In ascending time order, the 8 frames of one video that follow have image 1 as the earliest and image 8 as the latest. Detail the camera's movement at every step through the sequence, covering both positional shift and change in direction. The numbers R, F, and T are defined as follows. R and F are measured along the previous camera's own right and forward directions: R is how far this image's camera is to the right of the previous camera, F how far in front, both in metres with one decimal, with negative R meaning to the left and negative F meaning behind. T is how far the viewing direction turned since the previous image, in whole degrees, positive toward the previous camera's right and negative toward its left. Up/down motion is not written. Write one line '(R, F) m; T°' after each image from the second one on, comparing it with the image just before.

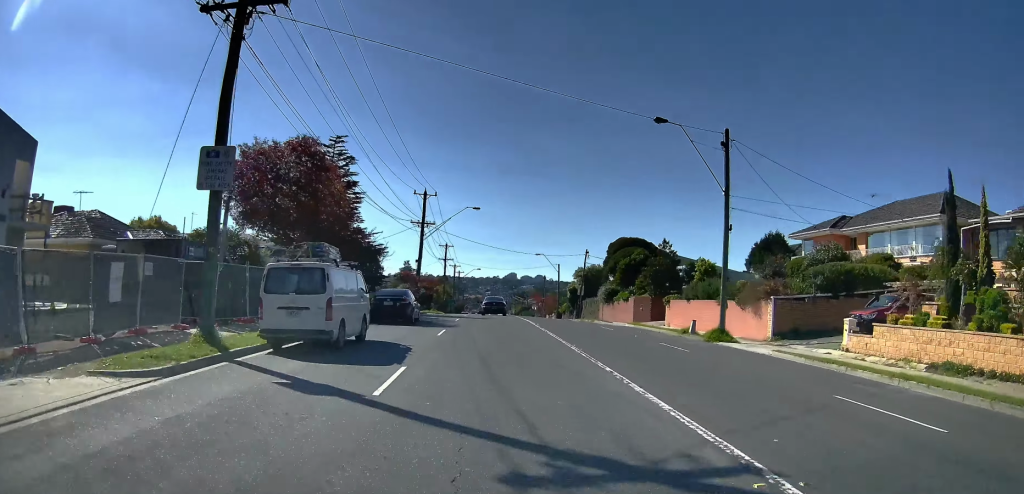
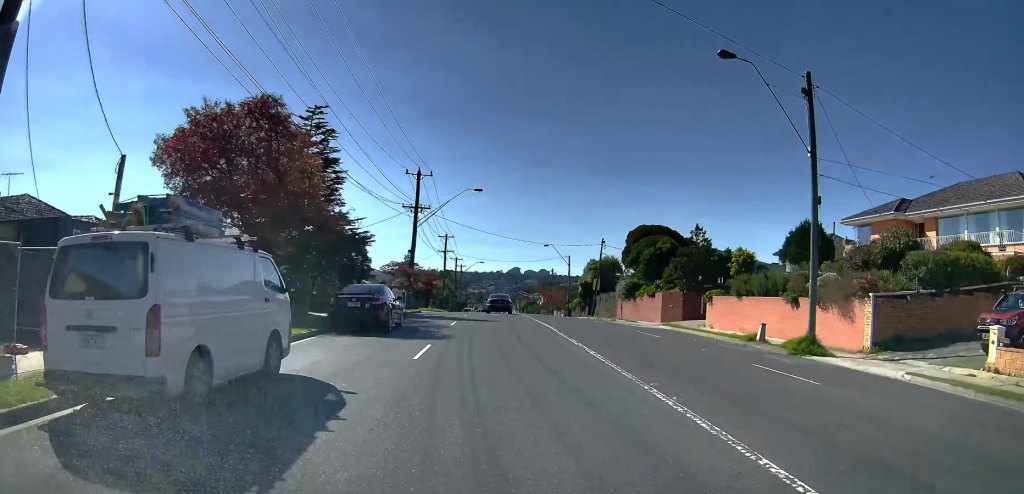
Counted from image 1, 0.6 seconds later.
(+0.1, +7.8) m; 0°
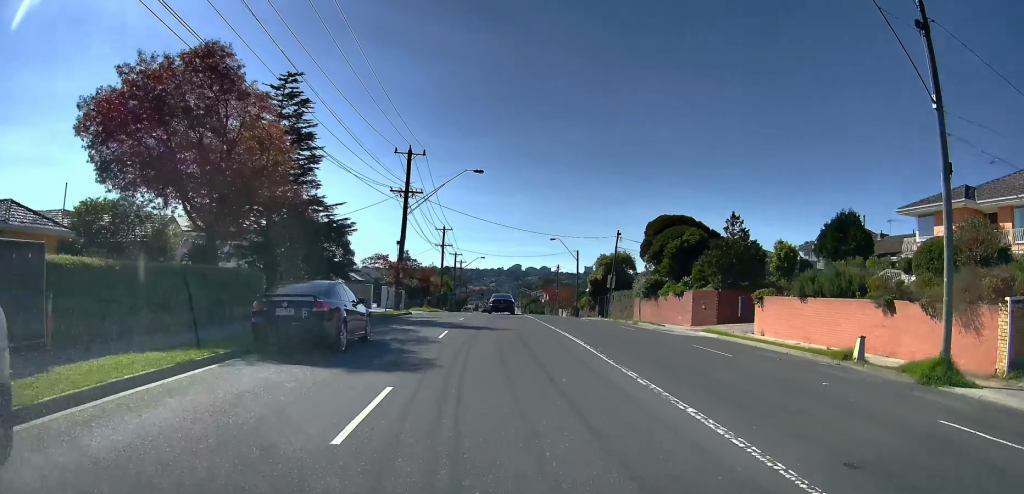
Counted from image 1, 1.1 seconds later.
(+0.1, +6.9) m; 0°
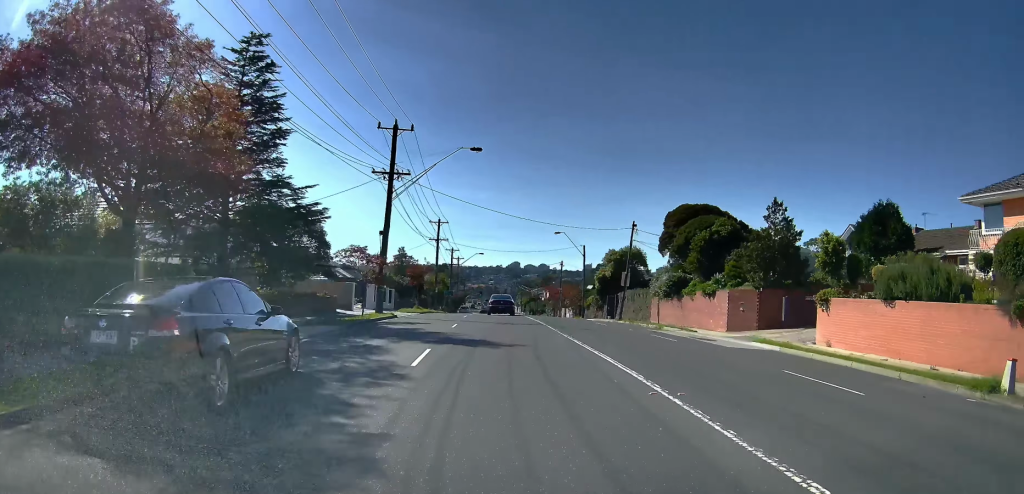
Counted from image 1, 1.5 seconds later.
(-0.1, +6.4) m; -2°
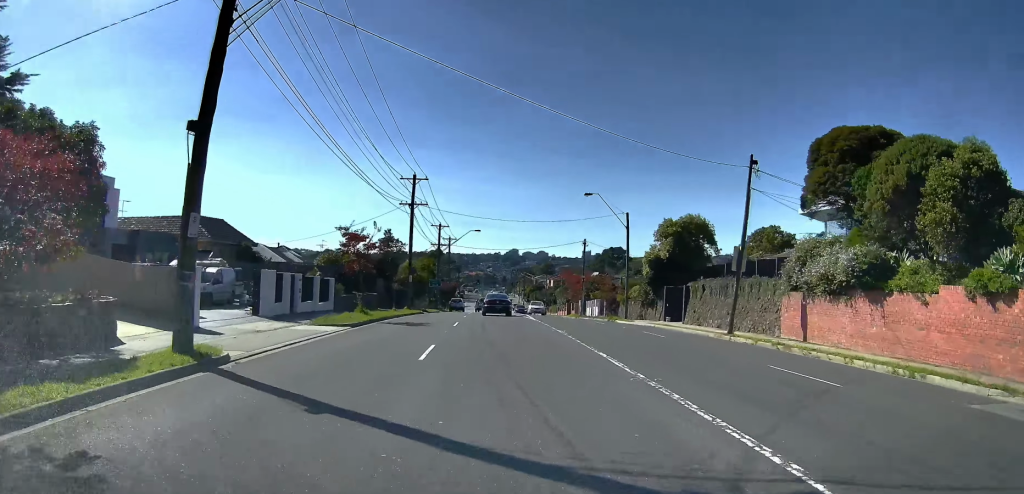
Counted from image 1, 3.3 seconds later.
(-1.0, +23.8) m; +1°
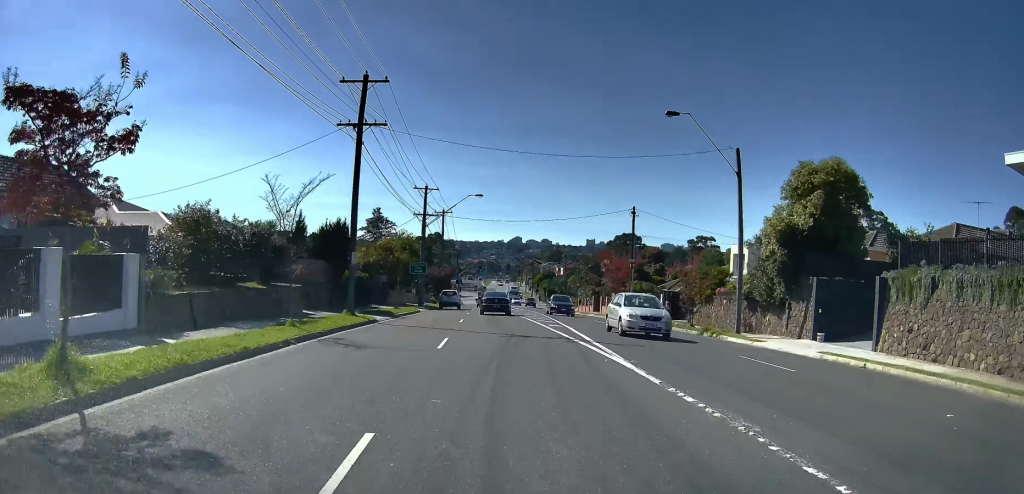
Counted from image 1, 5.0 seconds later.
(+1.6, +22.1) m; +3°
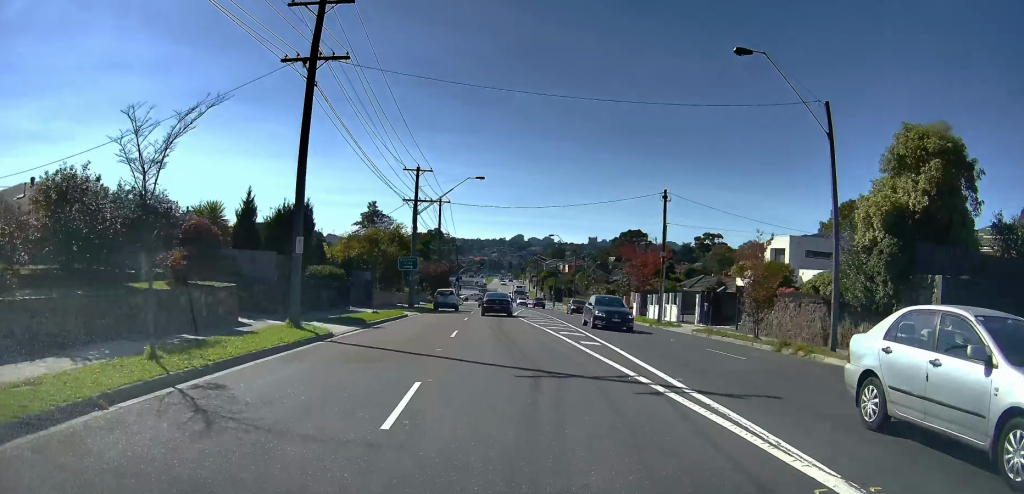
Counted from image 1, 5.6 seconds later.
(-0.1, +8.1) m; -1°
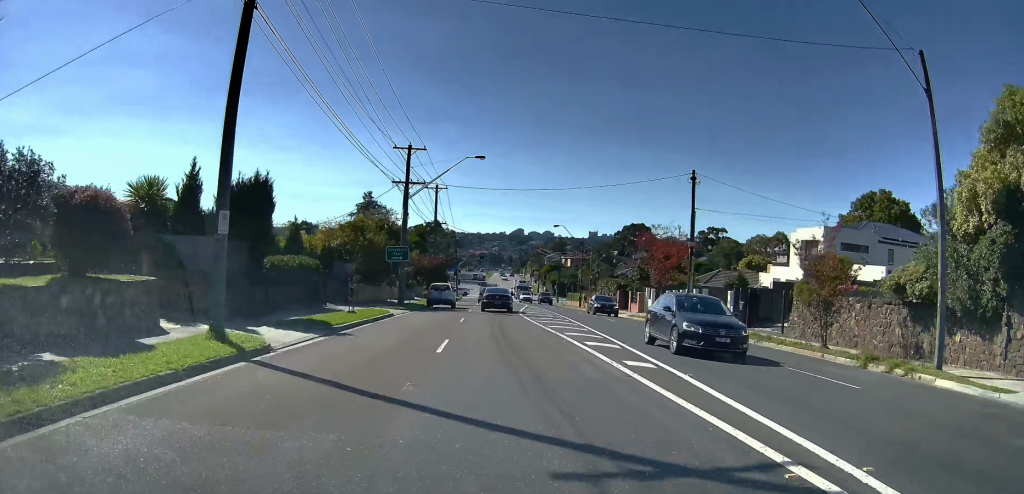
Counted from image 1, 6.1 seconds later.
(0.0, +5.5) m; -1°
